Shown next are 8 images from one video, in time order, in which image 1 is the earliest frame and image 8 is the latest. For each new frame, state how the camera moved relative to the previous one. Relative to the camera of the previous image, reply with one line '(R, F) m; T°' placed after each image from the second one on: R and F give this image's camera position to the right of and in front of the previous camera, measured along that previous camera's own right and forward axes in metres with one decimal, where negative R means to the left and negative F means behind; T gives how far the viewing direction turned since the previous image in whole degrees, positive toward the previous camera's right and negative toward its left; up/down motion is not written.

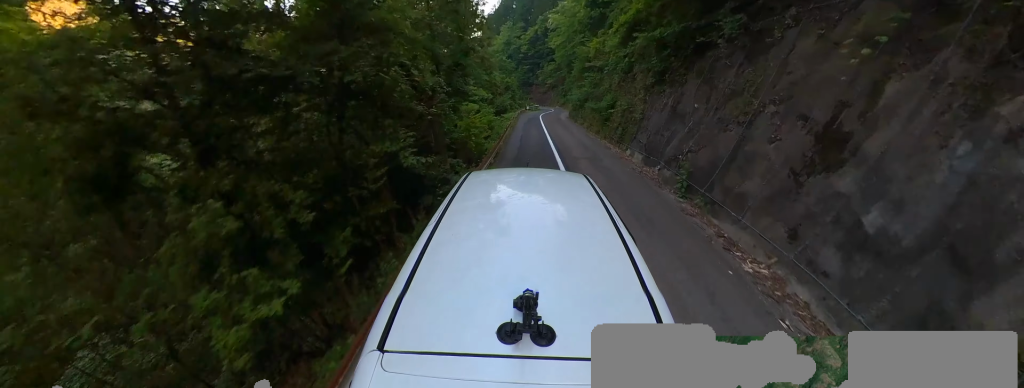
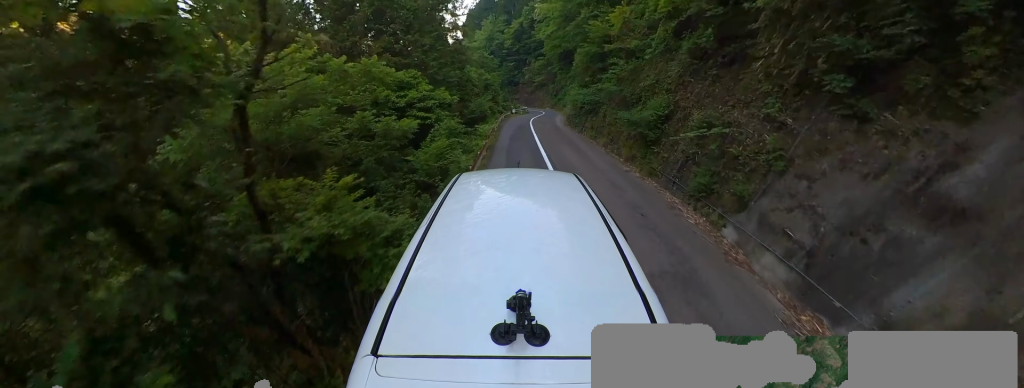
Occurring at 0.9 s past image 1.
(0.0, +7.6) m; 0°
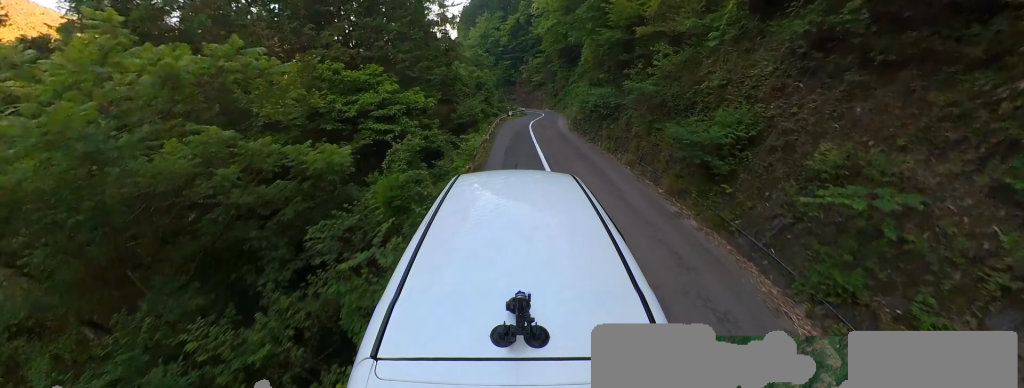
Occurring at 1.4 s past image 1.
(0.0, +3.6) m; 0°
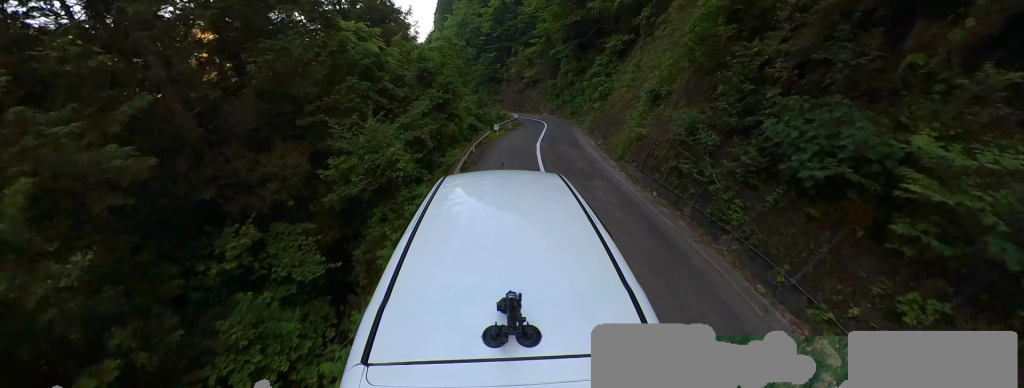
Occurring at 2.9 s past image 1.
(+0.3, +12.5) m; +7°
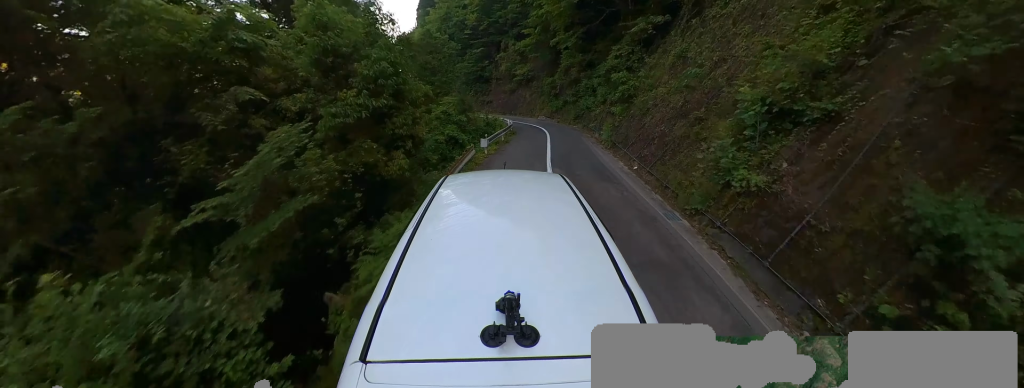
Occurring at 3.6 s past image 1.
(+0.4, +5.8) m; +5°
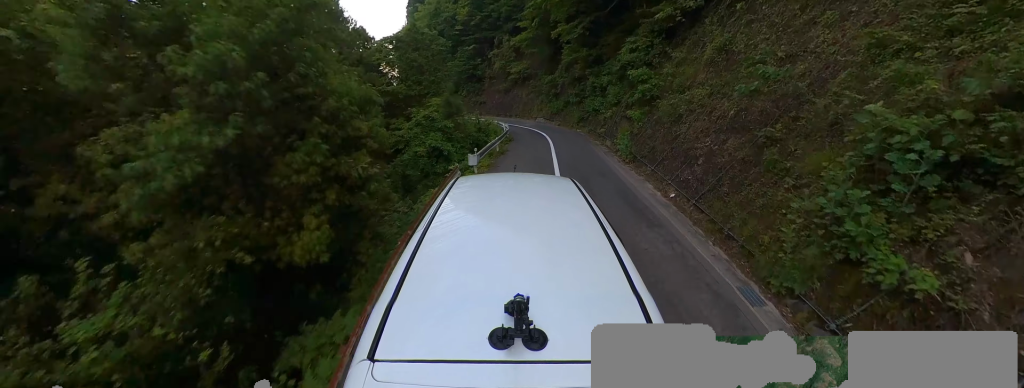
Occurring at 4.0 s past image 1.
(+0.1, +3.2) m; 0°
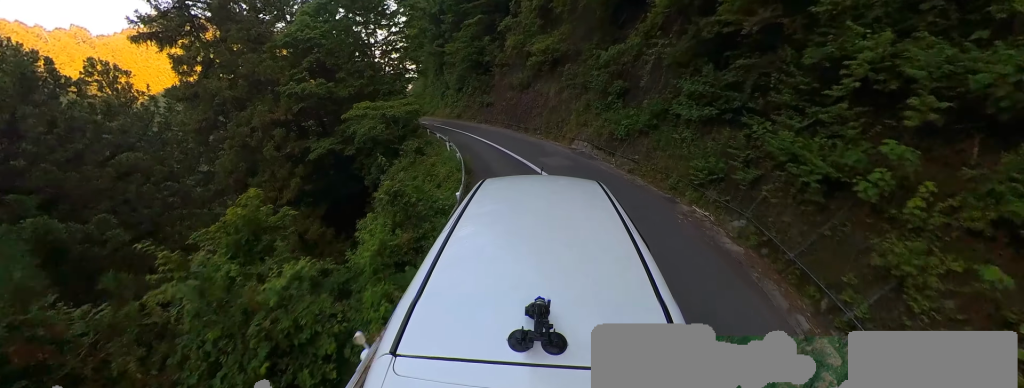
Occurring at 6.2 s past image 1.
(-1.9, +16.1) m; -16°
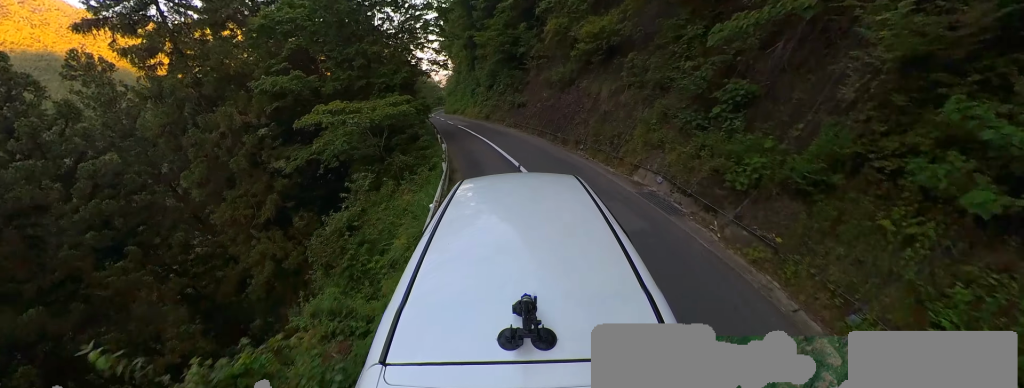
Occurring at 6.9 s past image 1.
(-0.1, +5.2) m; -6°
